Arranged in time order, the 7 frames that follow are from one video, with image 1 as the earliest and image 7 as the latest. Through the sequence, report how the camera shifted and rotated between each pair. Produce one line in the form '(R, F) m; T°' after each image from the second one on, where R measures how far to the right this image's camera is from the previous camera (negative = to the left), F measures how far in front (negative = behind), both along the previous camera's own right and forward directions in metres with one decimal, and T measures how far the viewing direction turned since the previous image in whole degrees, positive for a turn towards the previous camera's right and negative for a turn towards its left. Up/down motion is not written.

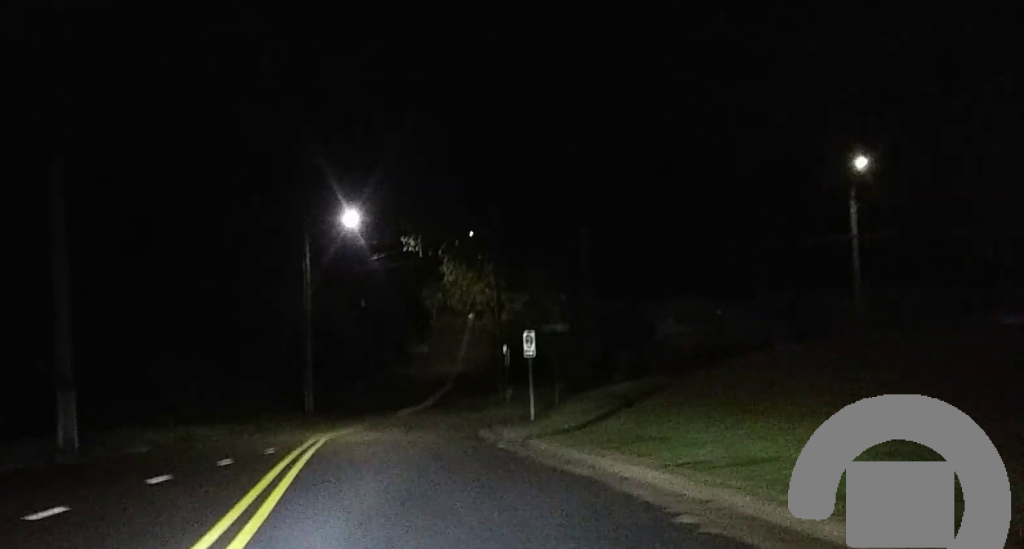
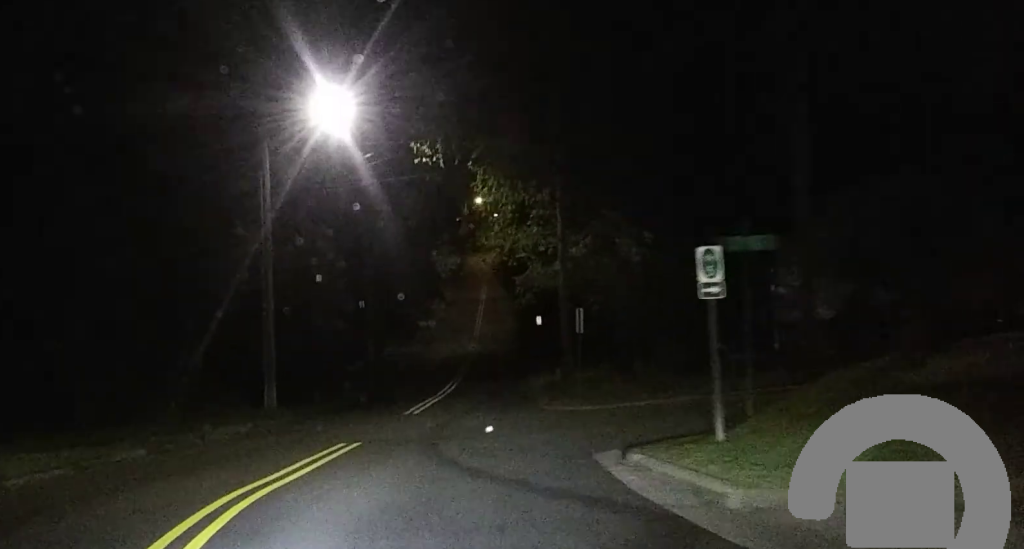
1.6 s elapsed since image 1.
(-0.1, +20.4) m; -1°
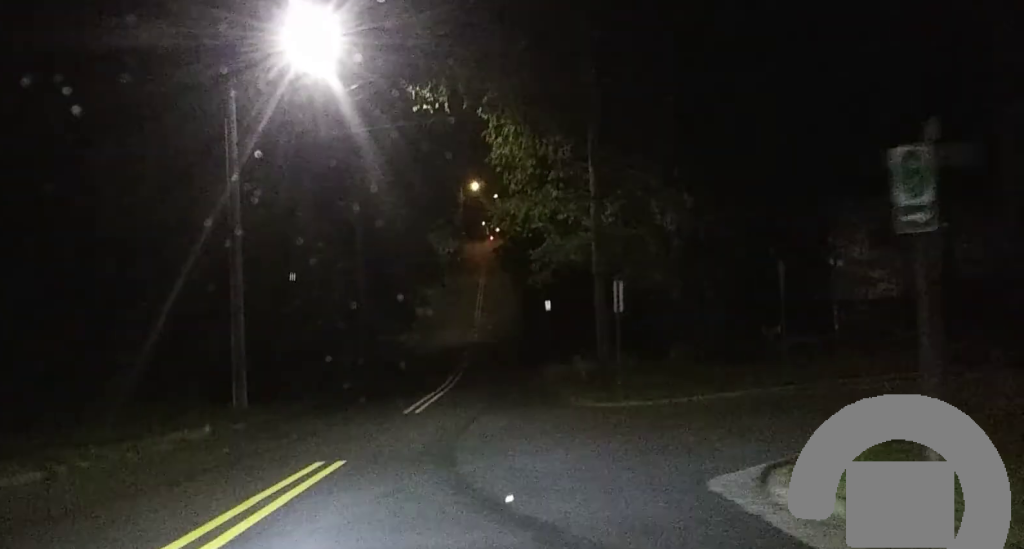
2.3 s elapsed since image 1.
(0.0, +7.2) m; +1°
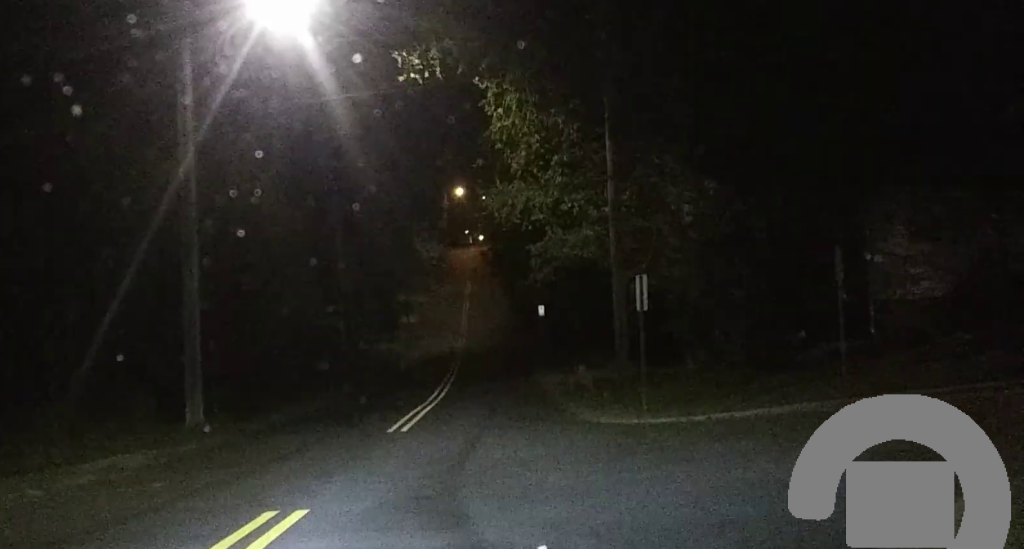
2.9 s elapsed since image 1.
(+0.1, +5.3) m; +3°
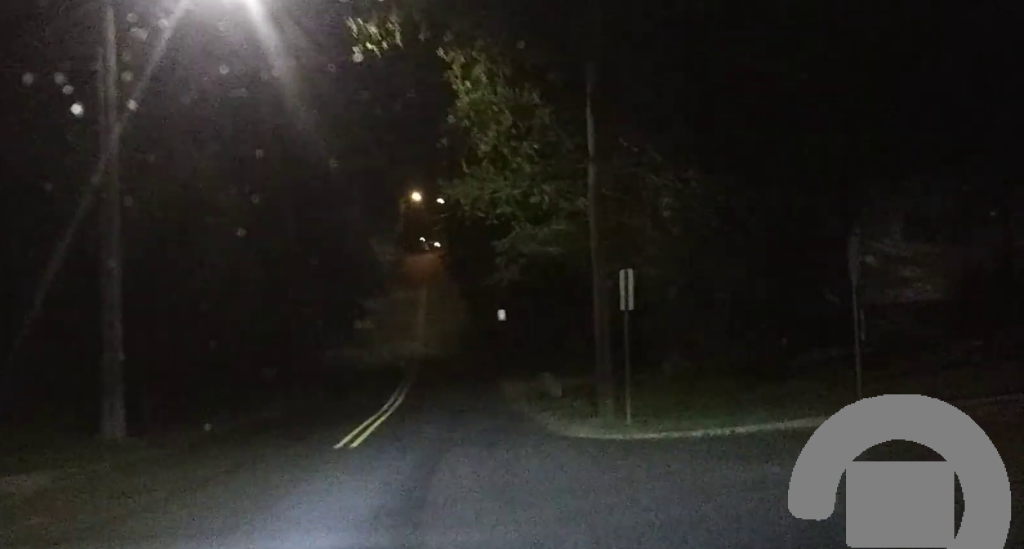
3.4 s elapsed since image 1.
(-0.1, +3.7) m; +3°
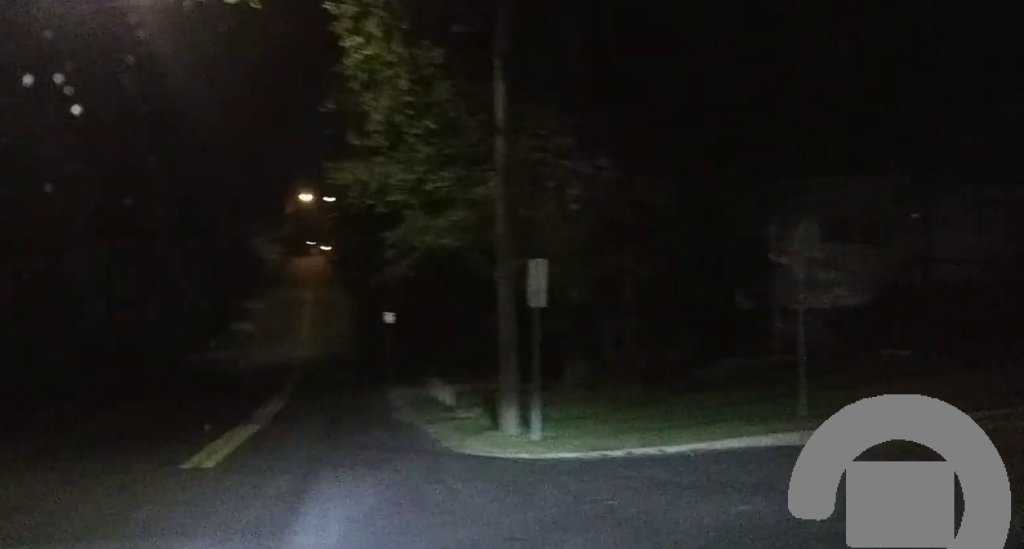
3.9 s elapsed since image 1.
(+0.3, +3.5) m; +6°
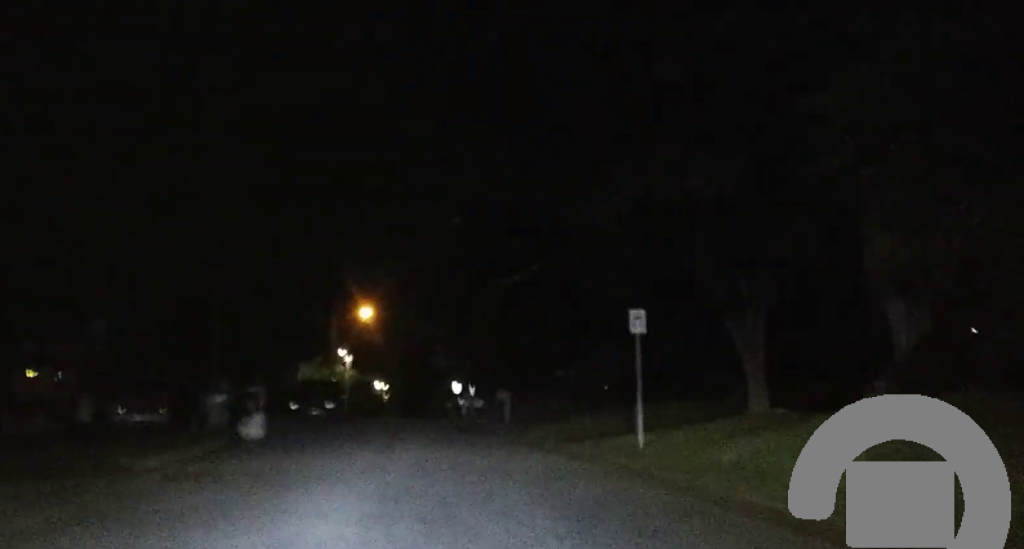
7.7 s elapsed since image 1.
(+4.5, +13.0) m; +55°
